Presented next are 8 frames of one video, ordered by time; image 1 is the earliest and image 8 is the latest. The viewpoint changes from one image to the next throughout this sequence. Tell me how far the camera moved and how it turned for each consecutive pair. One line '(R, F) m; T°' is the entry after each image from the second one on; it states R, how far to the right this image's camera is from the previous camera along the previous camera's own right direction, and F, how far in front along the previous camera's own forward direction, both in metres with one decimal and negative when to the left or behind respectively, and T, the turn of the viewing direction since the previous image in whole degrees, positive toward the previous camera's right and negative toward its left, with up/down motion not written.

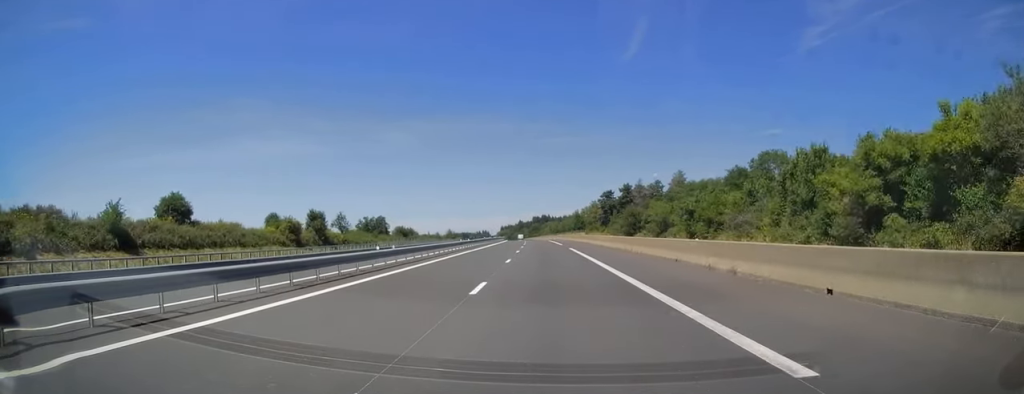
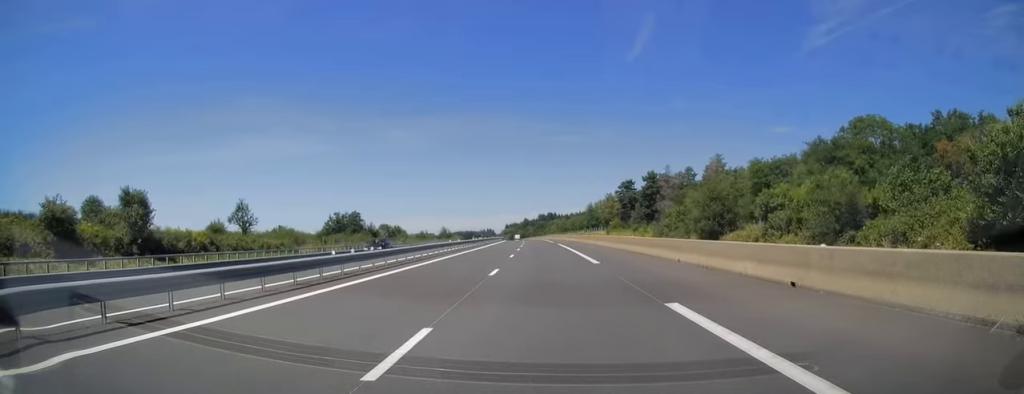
(-0.2, +33.6) m; -1°
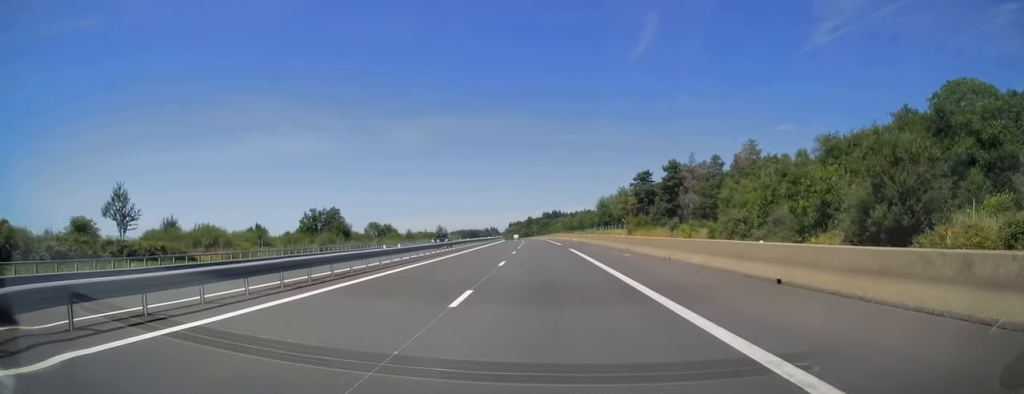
(-0.1, +20.8) m; 0°
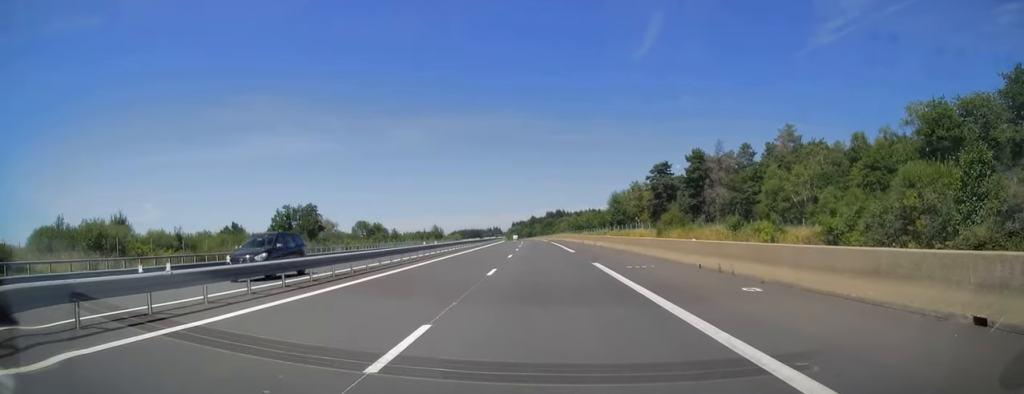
(-0.1, +17.8) m; 0°
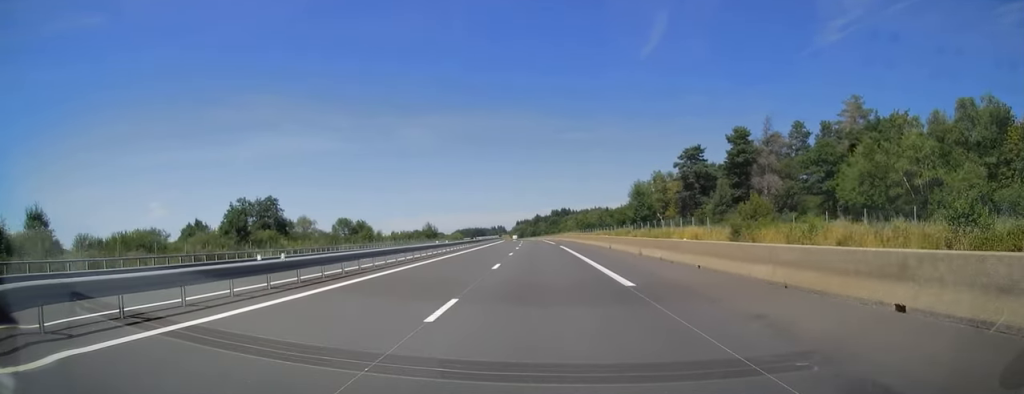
(-0.1, +22.8) m; 0°
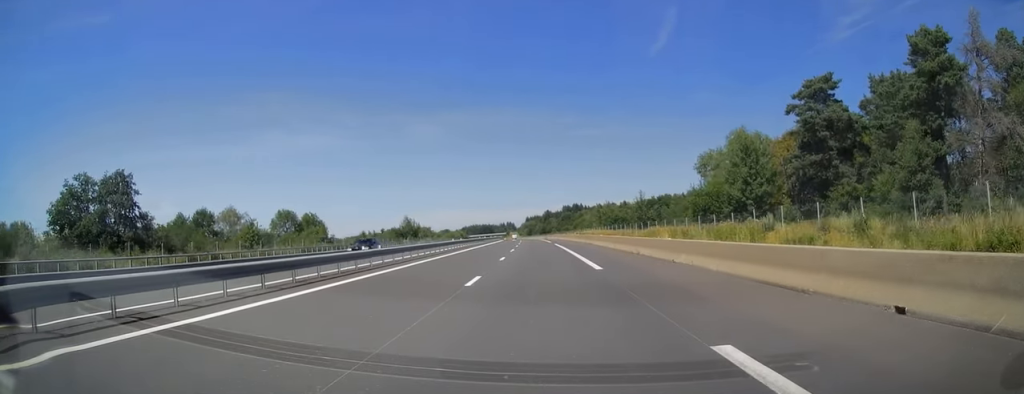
(-0.4, +46.3) m; -1°
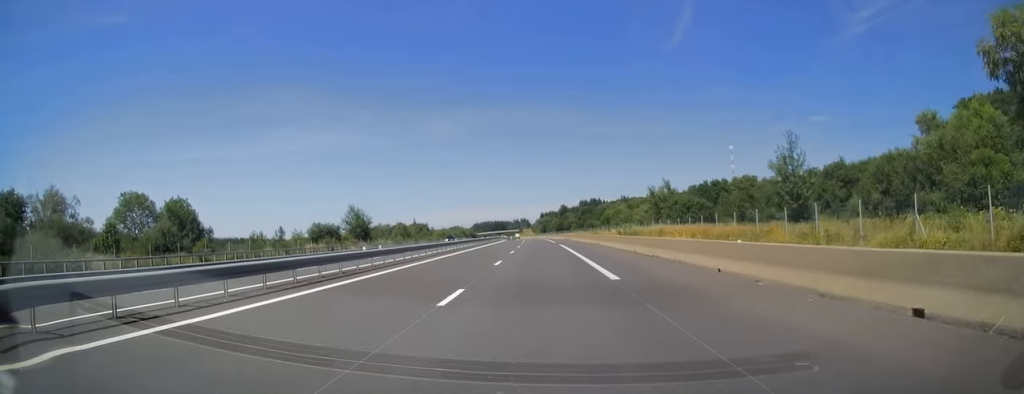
(-0.6, +56.3) m; -1°
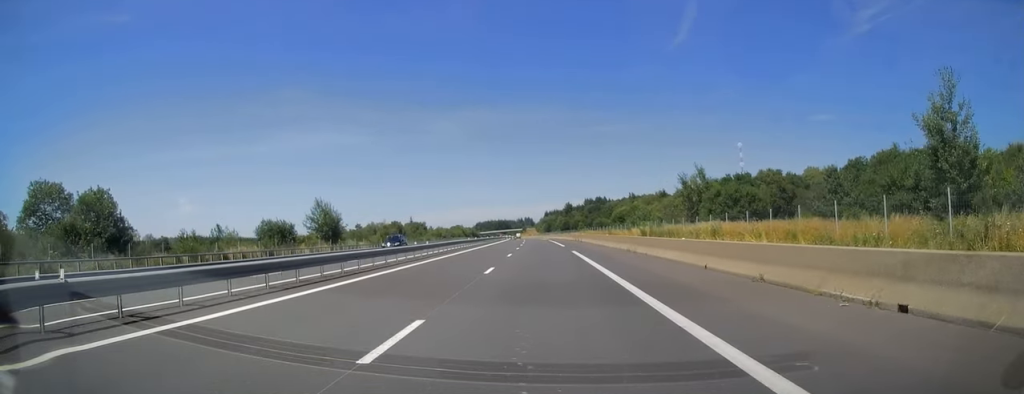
(-0.2, +17.9) m; -1°
